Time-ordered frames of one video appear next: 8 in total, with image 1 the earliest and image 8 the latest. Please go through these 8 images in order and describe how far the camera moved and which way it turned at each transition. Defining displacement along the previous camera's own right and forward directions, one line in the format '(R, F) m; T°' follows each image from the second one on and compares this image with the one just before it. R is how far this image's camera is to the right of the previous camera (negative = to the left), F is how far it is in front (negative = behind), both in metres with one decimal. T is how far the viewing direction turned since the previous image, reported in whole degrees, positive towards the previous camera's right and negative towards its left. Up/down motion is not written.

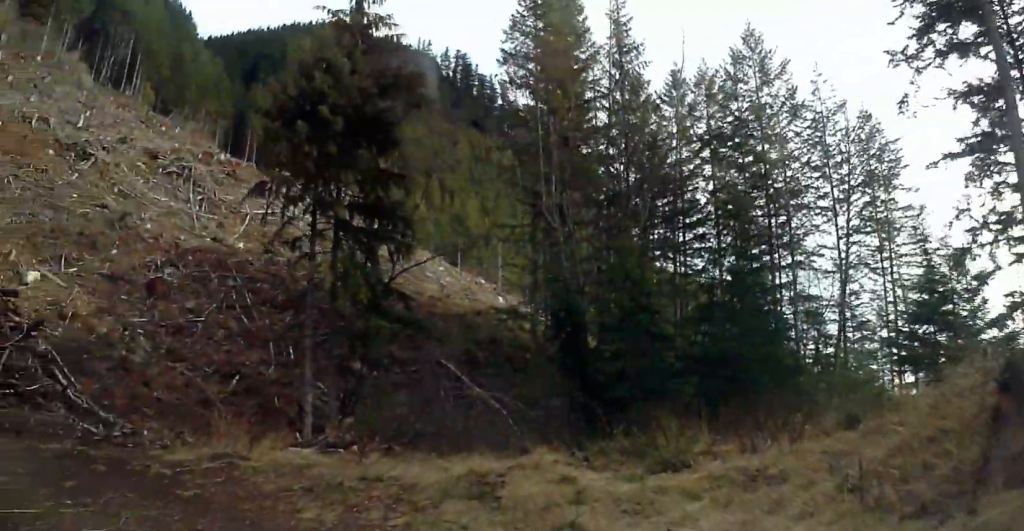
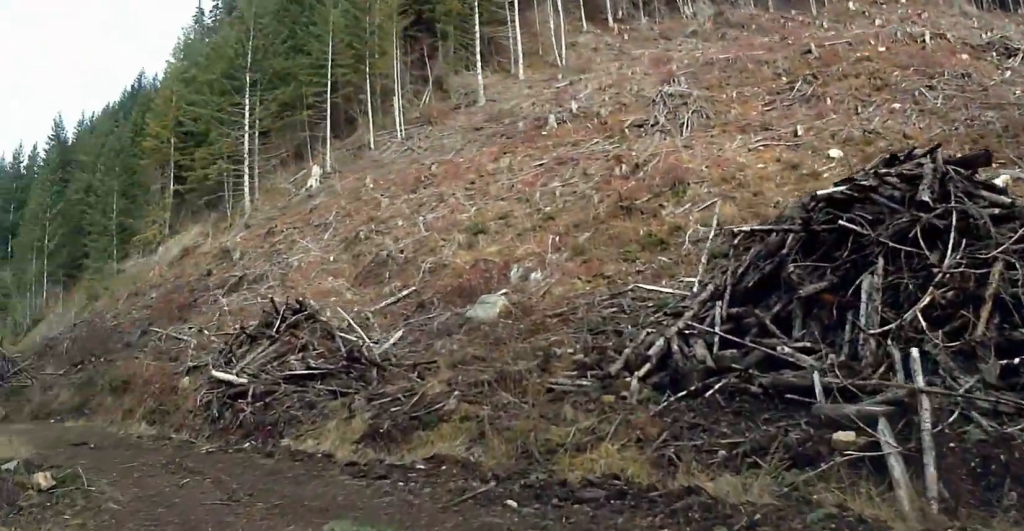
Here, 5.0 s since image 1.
(-10.6, +13.0) m; -70°
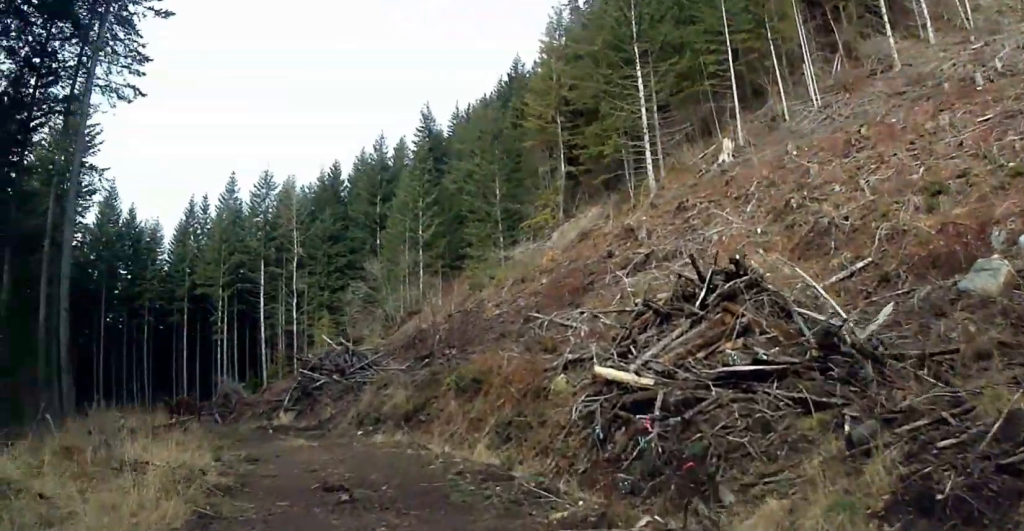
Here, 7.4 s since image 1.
(-1.0, +8.0) m; -22°
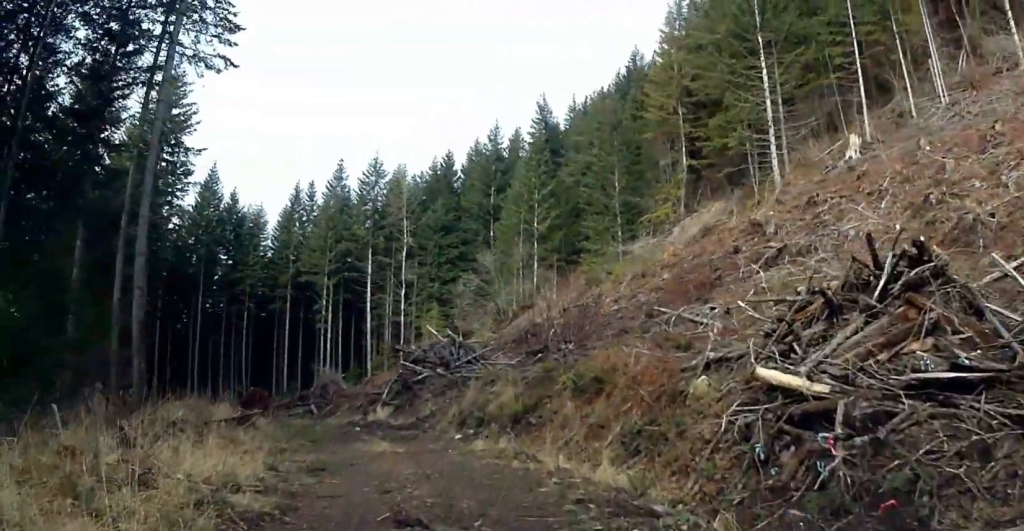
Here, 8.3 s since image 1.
(-0.6, +2.9) m; -8°
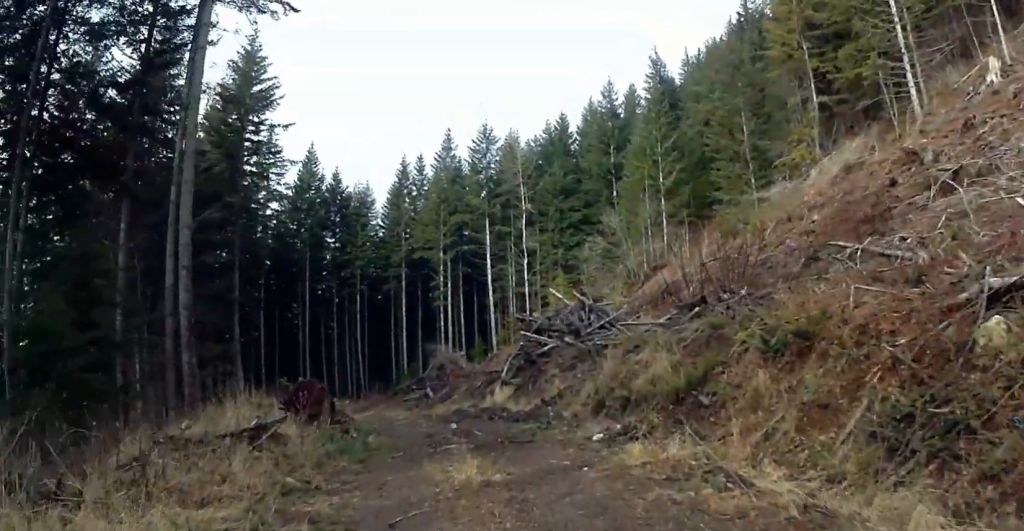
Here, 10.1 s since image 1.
(-0.6, +6.1) m; -8°
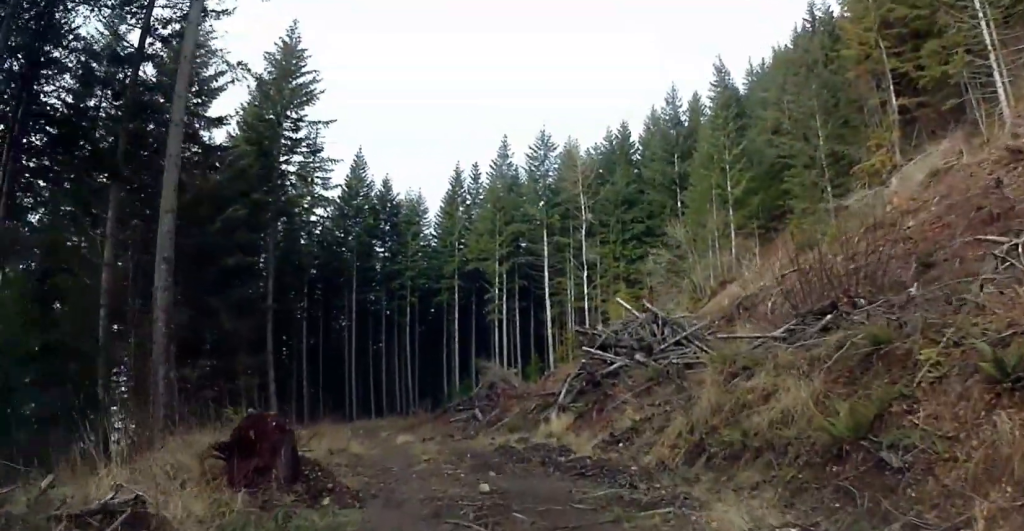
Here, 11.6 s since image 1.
(-0.1, +5.1) m; -3°
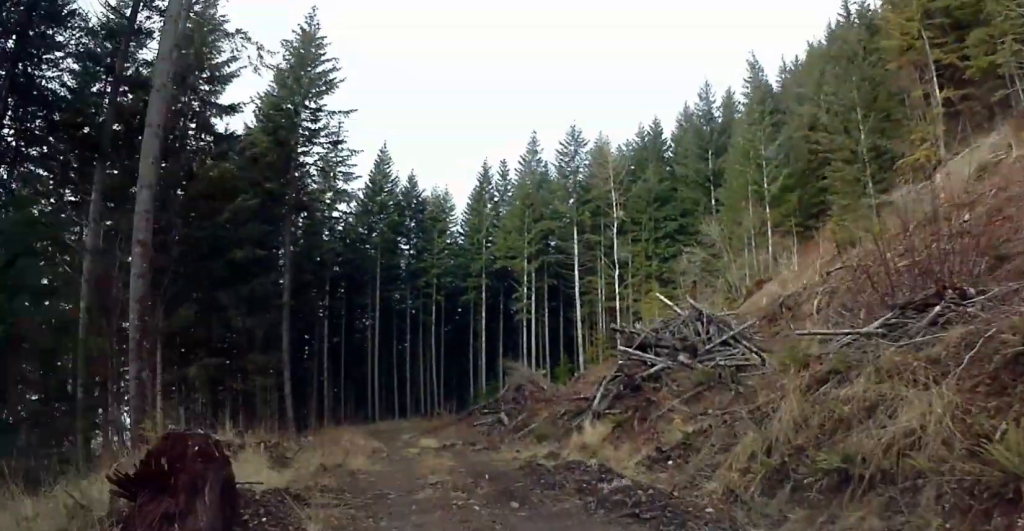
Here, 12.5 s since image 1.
(-0.1, +2.8) m; -1°
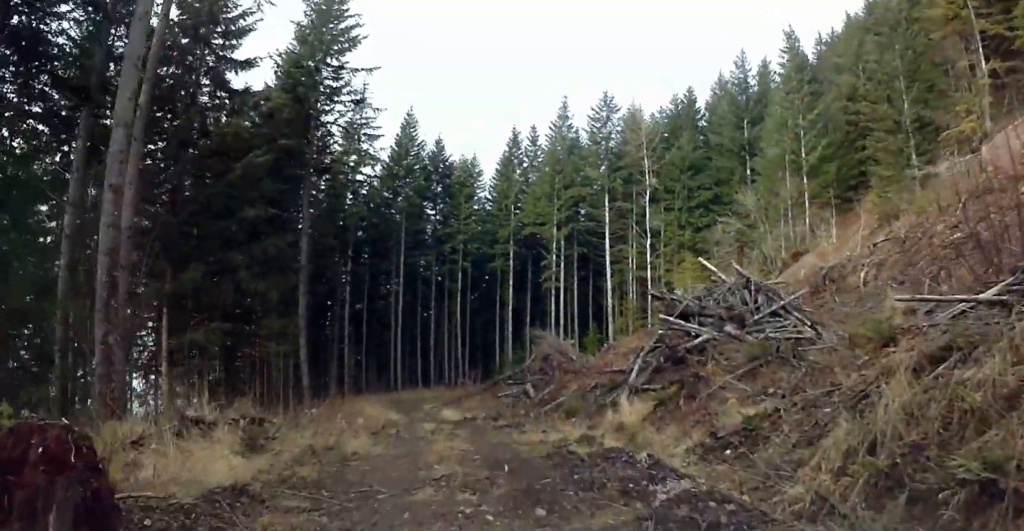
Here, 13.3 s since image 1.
(0.0, +2.2) m; -1°
